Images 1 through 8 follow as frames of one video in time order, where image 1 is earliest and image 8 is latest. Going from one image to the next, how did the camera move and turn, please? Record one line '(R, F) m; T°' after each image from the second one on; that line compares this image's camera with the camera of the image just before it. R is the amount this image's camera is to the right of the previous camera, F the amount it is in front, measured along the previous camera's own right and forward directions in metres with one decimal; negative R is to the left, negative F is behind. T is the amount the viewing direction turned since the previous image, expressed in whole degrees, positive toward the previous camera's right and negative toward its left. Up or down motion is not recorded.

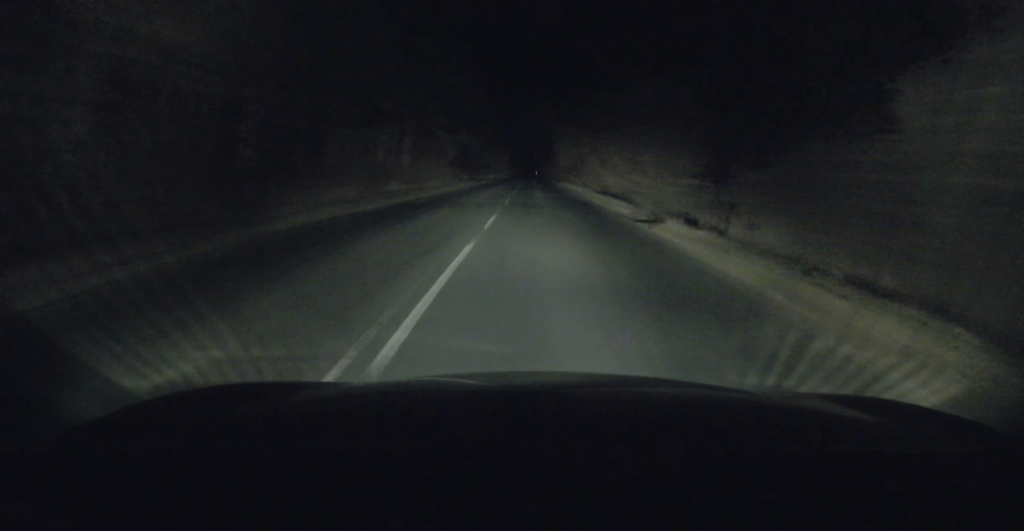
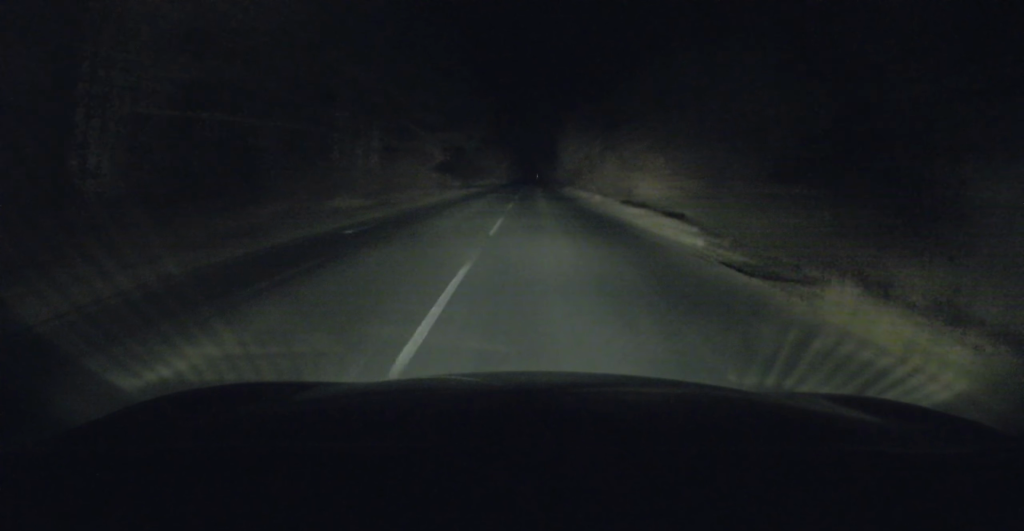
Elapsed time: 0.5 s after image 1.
(0.0, +8.6) m; 0°
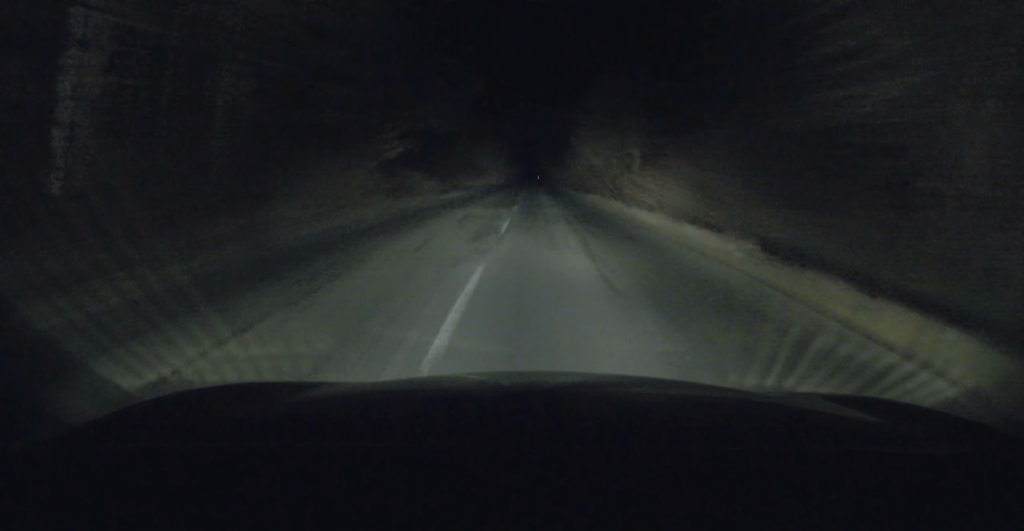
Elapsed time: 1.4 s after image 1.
(+0.1, +17.6) m; 0°
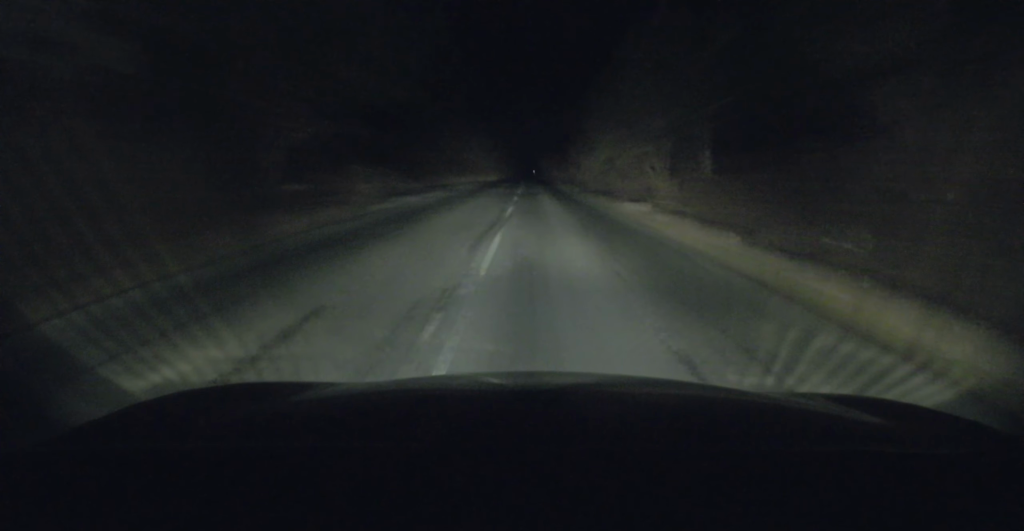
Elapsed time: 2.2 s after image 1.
(0.0, +14.0) m; 0°
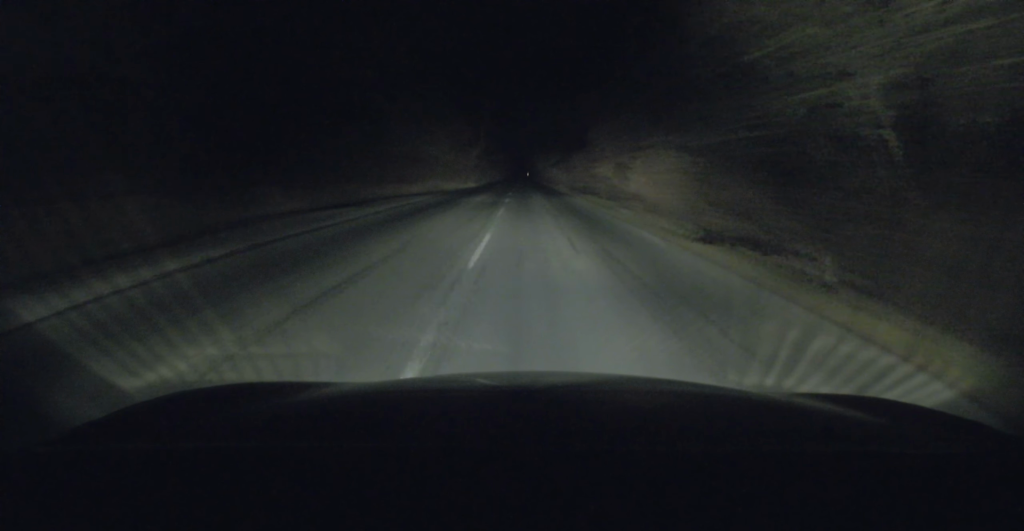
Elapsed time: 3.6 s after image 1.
(0.0, +26.1) m; 0°
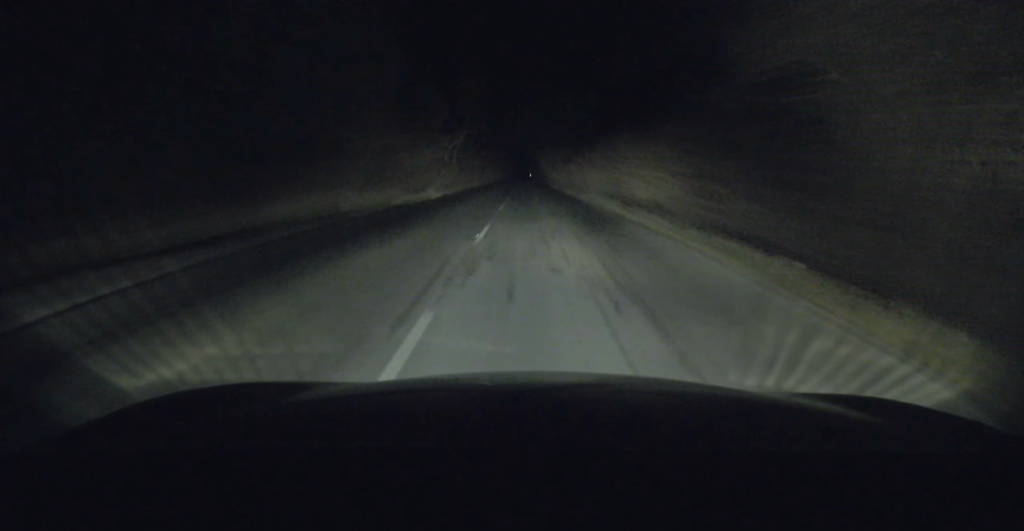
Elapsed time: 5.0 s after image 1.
(0.0, +24.8) m; 0°
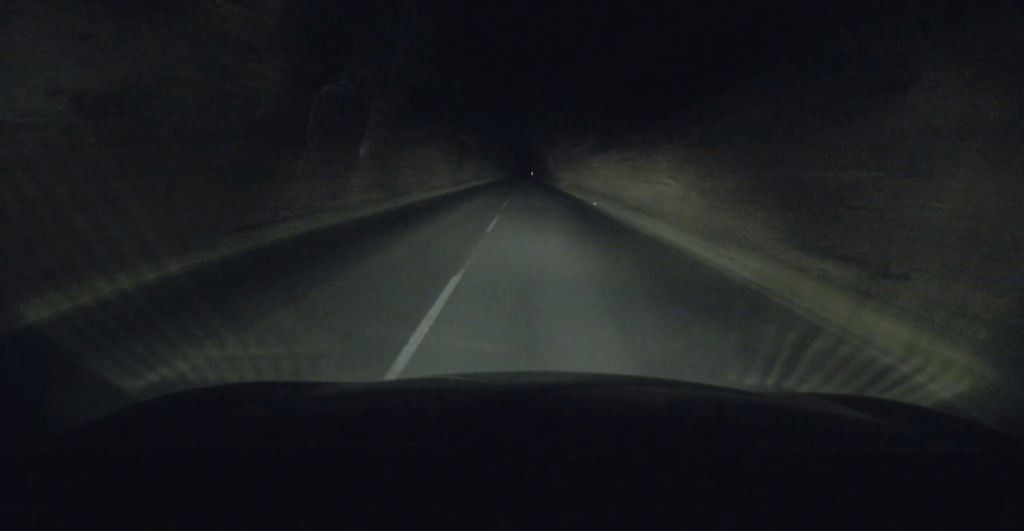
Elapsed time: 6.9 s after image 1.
(+0.2, +33.8) m; +1°
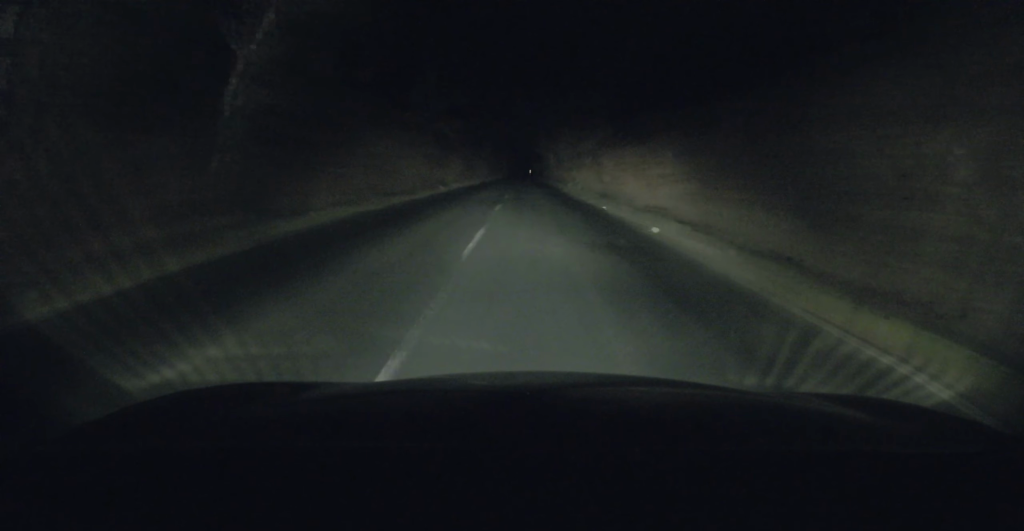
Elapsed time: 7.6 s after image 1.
(+0.3, +12.6) m; 0°
